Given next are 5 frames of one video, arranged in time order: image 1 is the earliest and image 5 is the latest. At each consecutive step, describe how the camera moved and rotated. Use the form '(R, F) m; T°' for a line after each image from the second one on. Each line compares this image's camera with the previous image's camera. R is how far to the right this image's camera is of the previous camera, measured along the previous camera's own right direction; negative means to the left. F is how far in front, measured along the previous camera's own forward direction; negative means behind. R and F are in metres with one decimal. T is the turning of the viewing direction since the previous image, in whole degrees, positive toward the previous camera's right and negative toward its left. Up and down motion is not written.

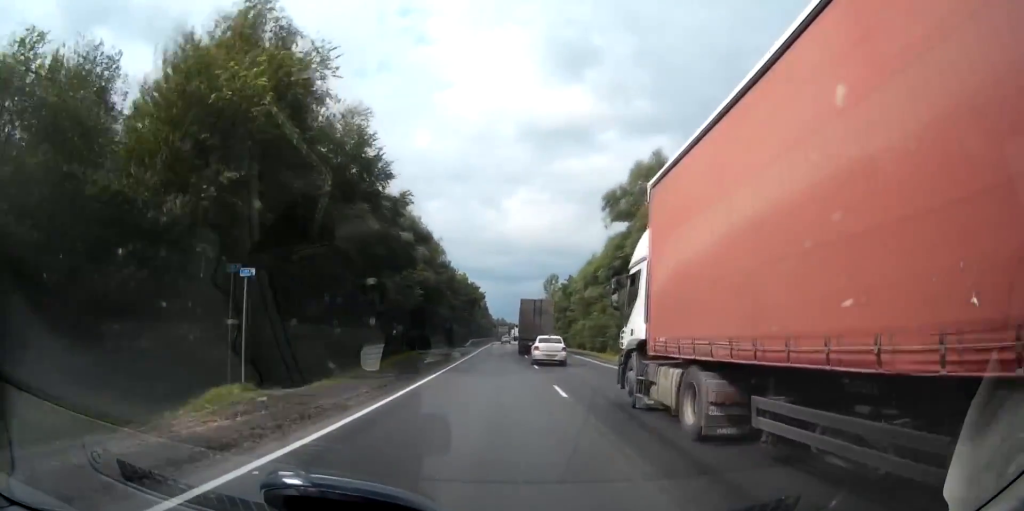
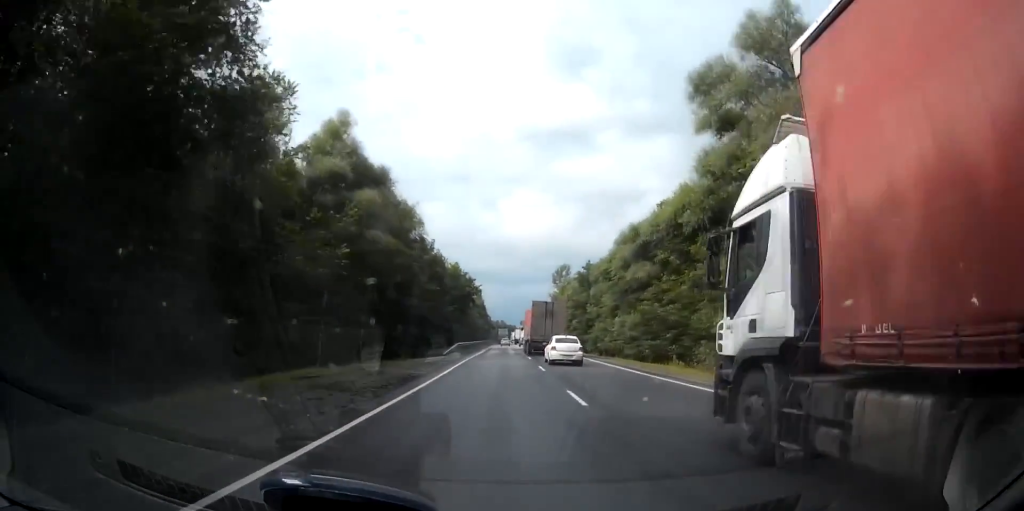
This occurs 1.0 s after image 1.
(+0.1, +24.7) m; 0°
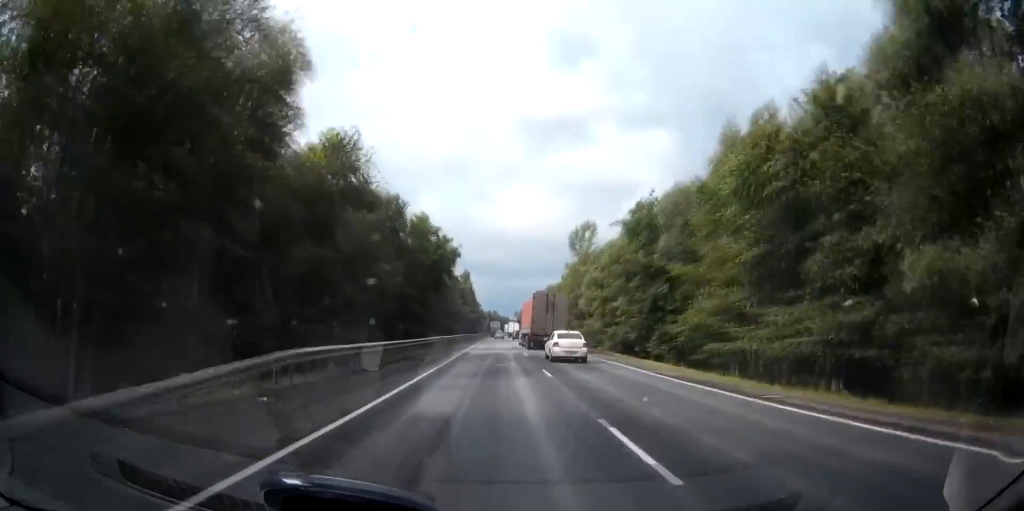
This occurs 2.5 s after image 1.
(-0.1, +41.3) m; 0°
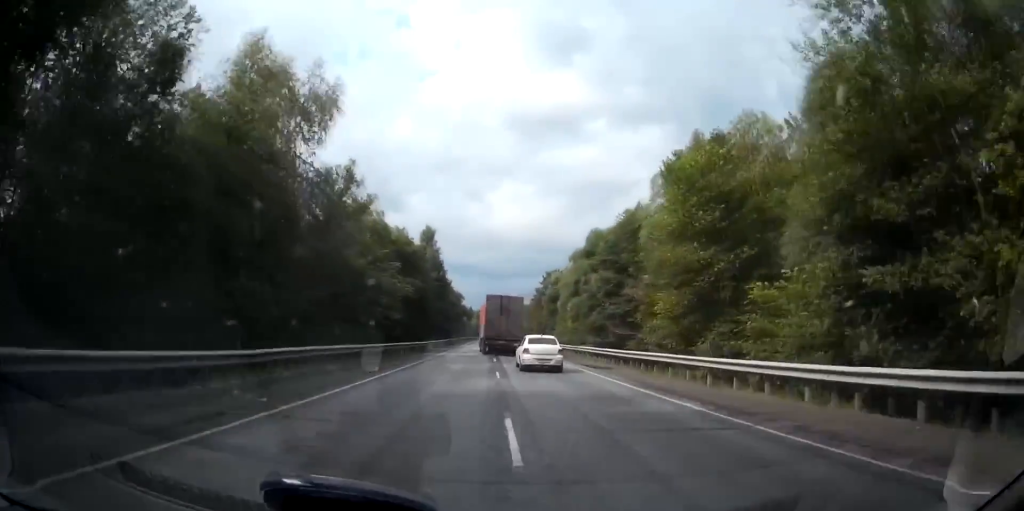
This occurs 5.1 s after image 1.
(+0.8, +73.0) m; +1°
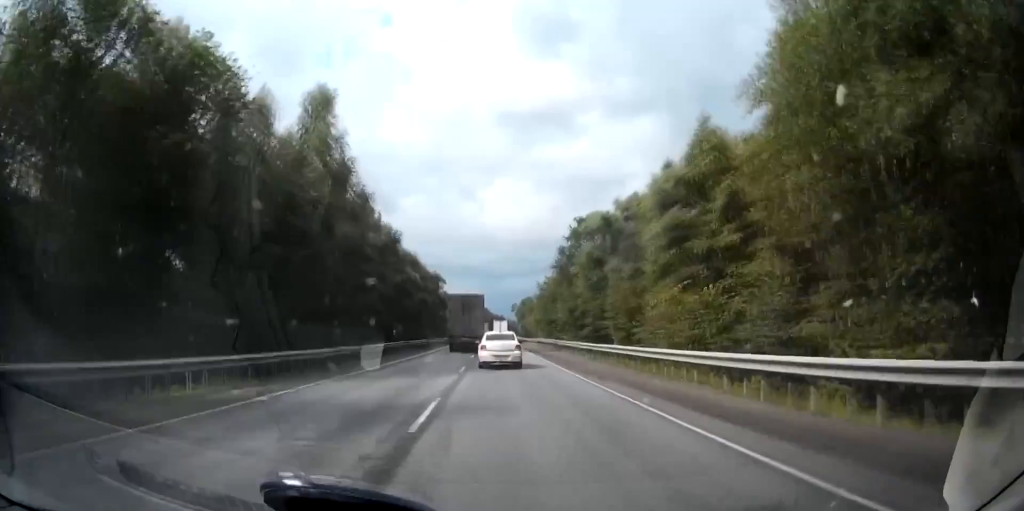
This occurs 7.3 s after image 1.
(-0.2, +59.4) m; -1°
